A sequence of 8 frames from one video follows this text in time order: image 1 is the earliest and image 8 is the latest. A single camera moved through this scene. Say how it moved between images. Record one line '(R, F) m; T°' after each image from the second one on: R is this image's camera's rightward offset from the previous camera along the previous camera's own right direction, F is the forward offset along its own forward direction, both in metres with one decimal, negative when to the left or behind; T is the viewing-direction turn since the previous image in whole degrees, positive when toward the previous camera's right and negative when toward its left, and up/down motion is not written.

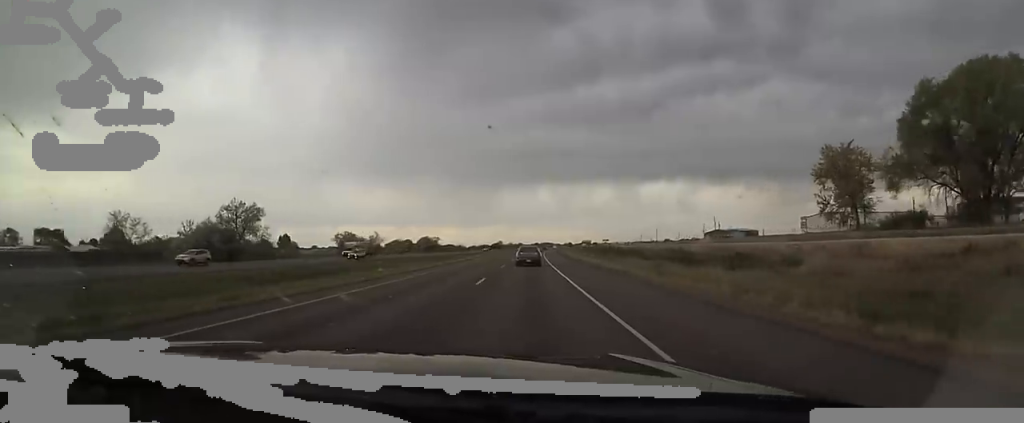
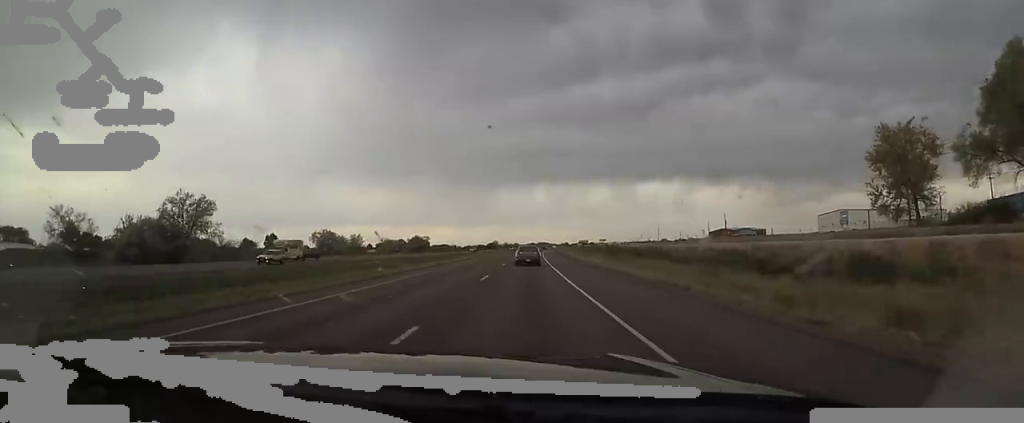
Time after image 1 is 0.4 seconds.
(0.0, +13.0) m; 0°
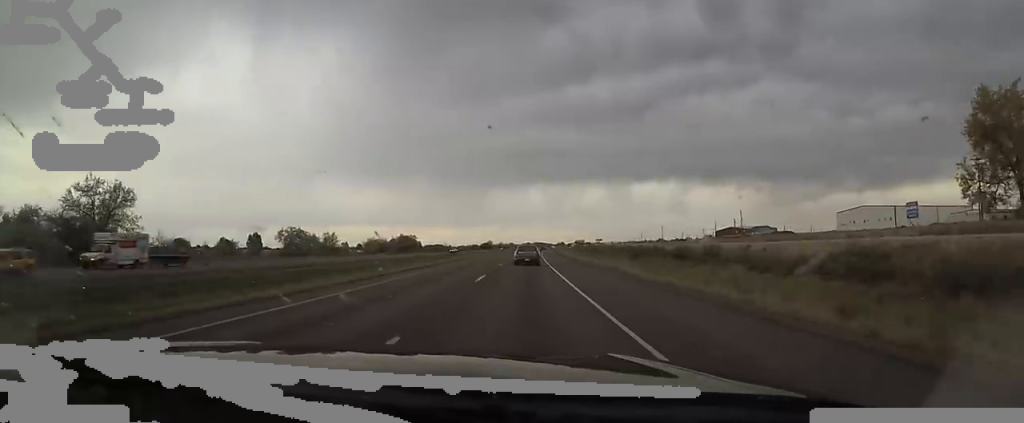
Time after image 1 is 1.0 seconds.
(0.0, +16.1) m; +1°
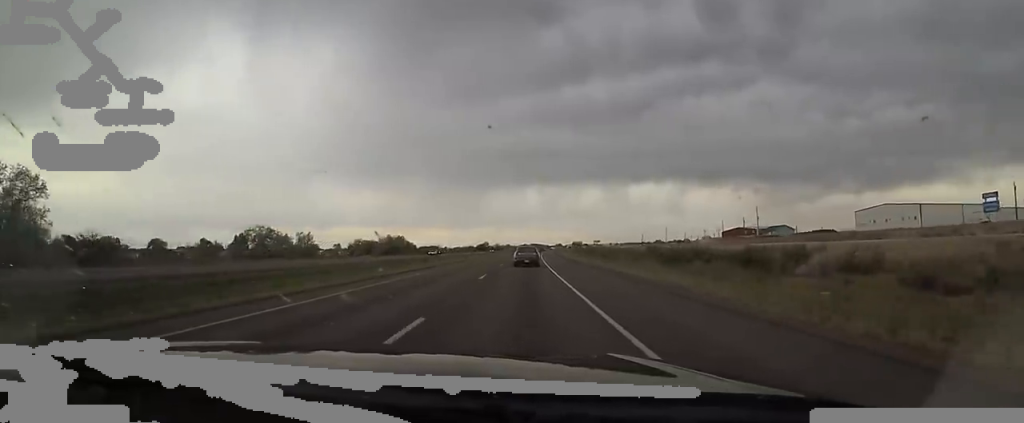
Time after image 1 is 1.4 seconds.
(-0.2, +13.1) m; +1°
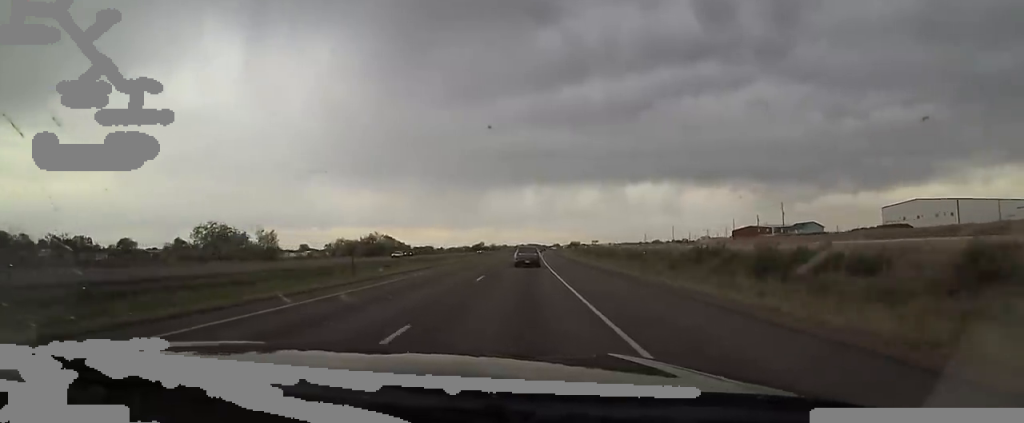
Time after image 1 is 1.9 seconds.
(+0.6, +16.1) m; 0°
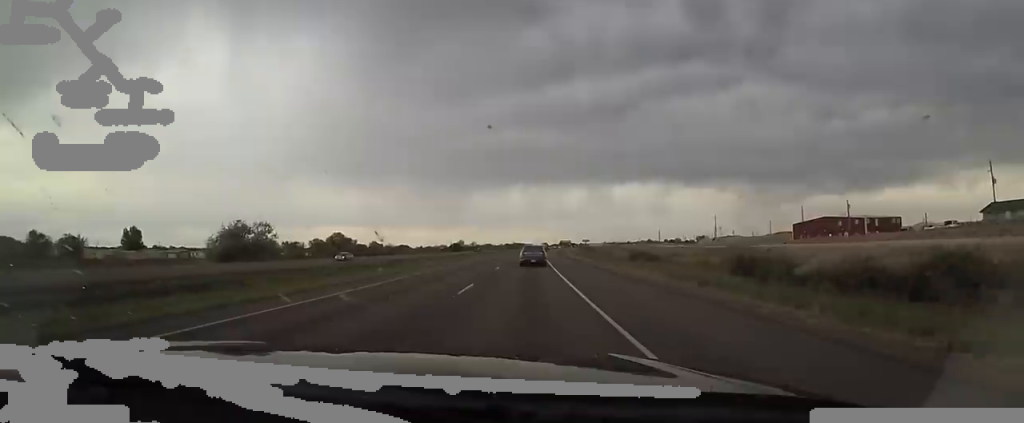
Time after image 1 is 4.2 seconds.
(-0.2, +65.3) m; +1°
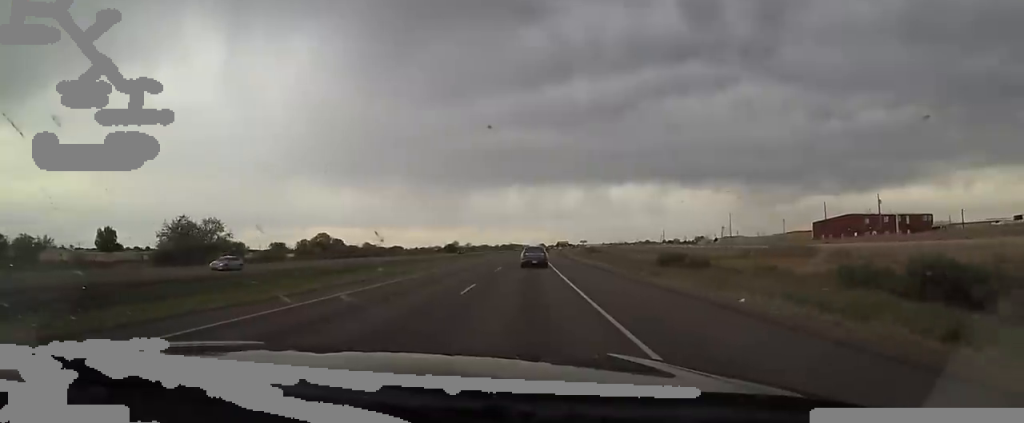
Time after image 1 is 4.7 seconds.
(+0.1, +14.4) m; 0°
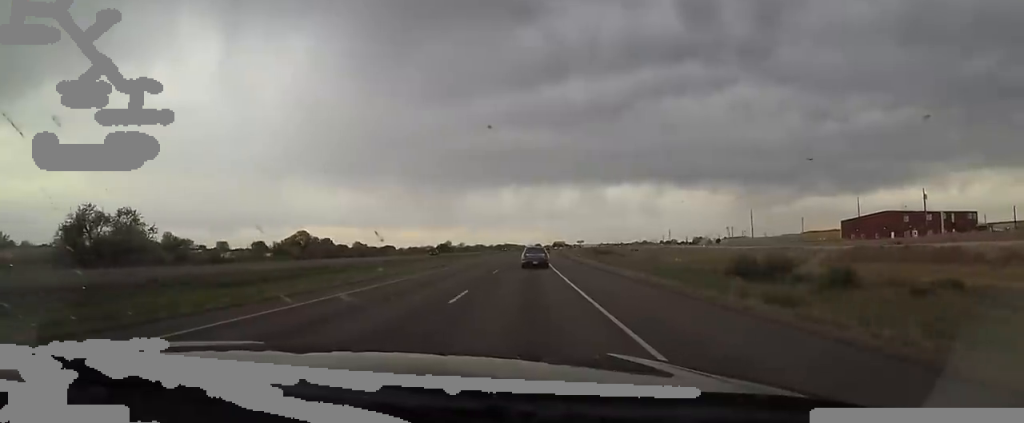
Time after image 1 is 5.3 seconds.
(0.0, +17.4) m; 0°
